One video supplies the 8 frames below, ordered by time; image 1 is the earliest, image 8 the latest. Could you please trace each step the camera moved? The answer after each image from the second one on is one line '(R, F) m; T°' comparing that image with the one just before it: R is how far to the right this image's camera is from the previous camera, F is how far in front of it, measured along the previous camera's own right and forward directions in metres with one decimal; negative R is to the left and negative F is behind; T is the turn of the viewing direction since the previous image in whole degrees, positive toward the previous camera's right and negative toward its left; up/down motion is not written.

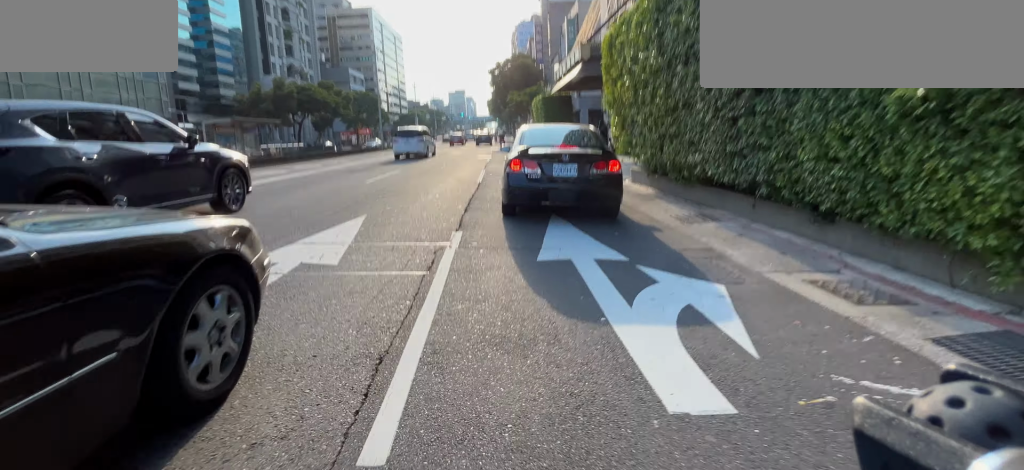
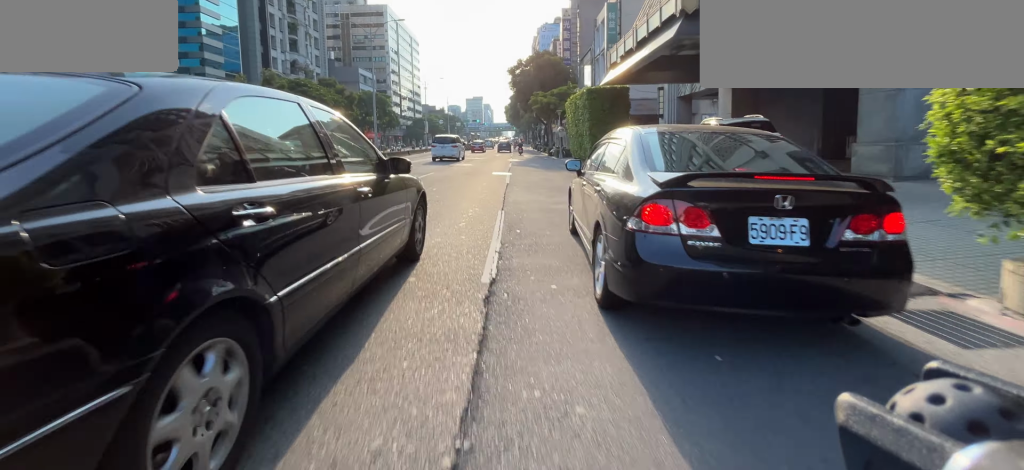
(-0.1, +8.1) m; 0°
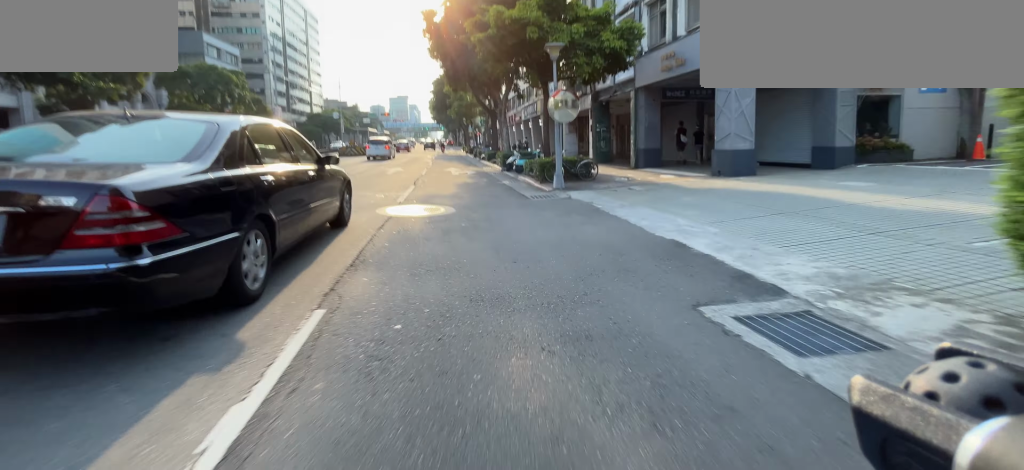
(0.0, +23.4) m; 0°
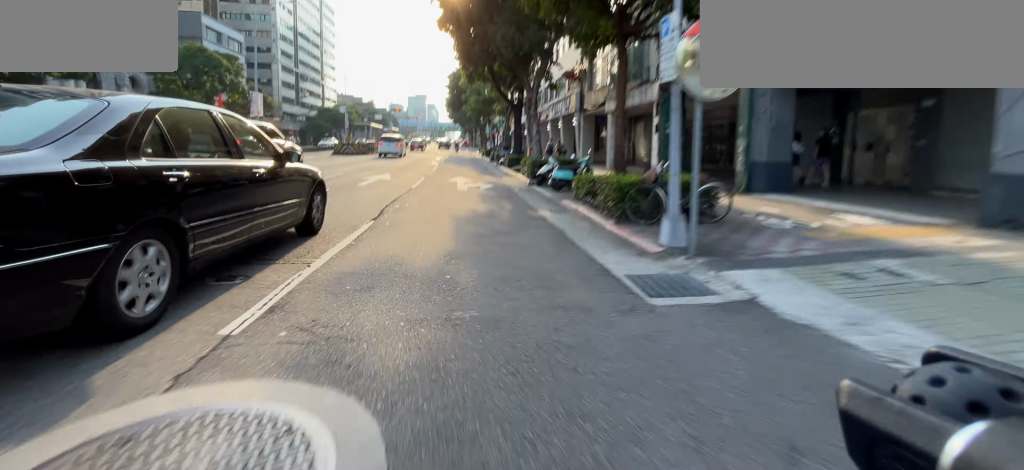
(0.0, +5.8) m; 0°
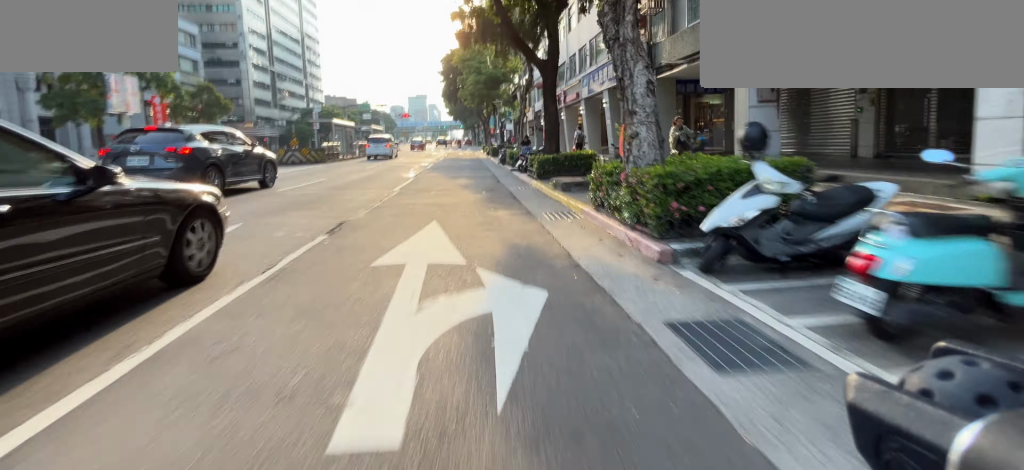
(0.0, +9.4) m; +4°
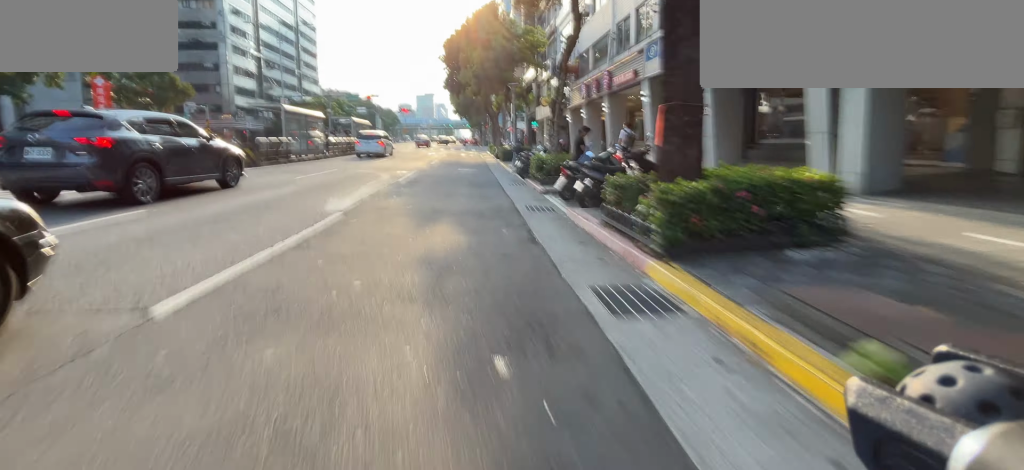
(+0.3, +7.3) m; +6°
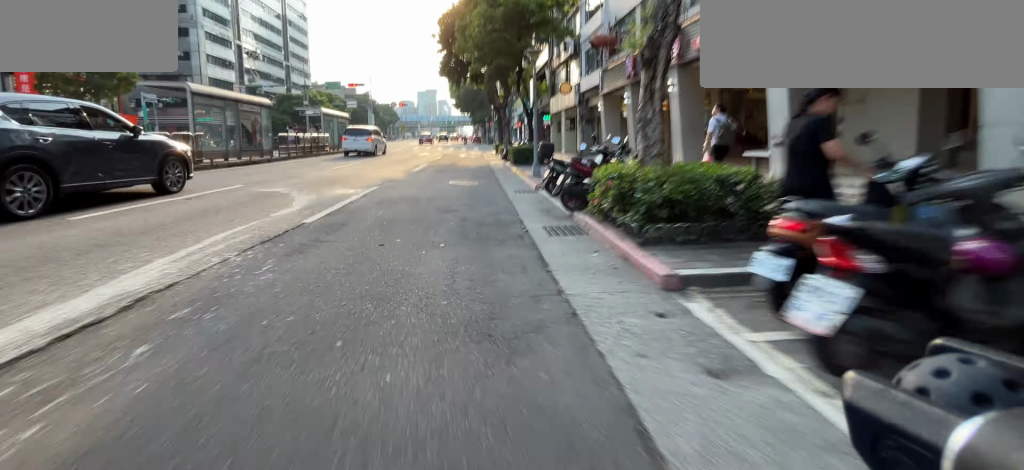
(+0.4, +6.7) m; +6°
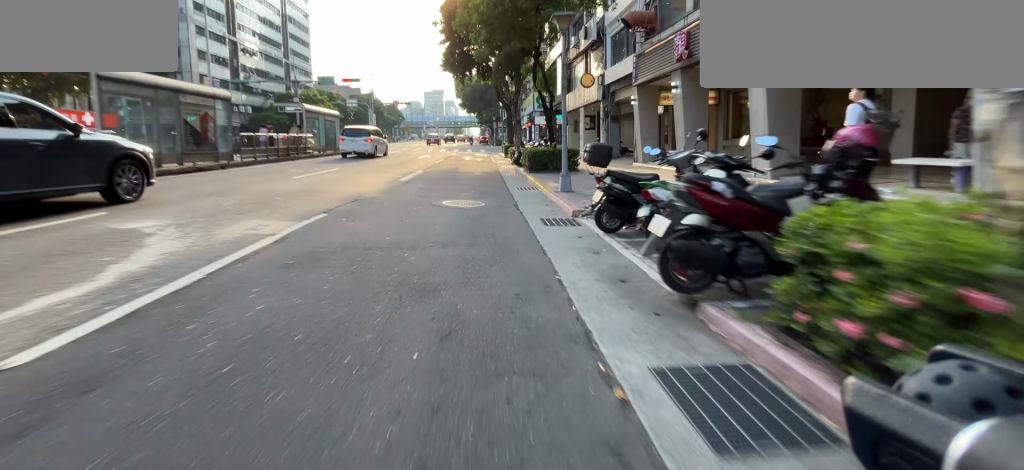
(+0.3, +4.4) m; 0°
